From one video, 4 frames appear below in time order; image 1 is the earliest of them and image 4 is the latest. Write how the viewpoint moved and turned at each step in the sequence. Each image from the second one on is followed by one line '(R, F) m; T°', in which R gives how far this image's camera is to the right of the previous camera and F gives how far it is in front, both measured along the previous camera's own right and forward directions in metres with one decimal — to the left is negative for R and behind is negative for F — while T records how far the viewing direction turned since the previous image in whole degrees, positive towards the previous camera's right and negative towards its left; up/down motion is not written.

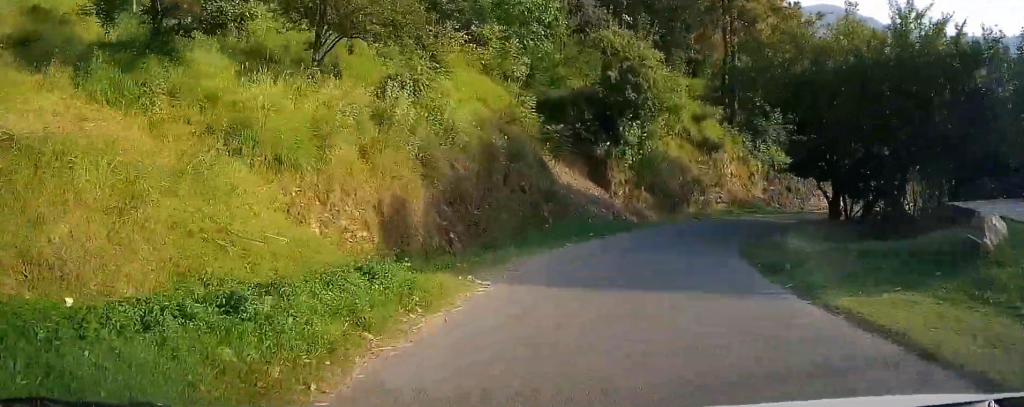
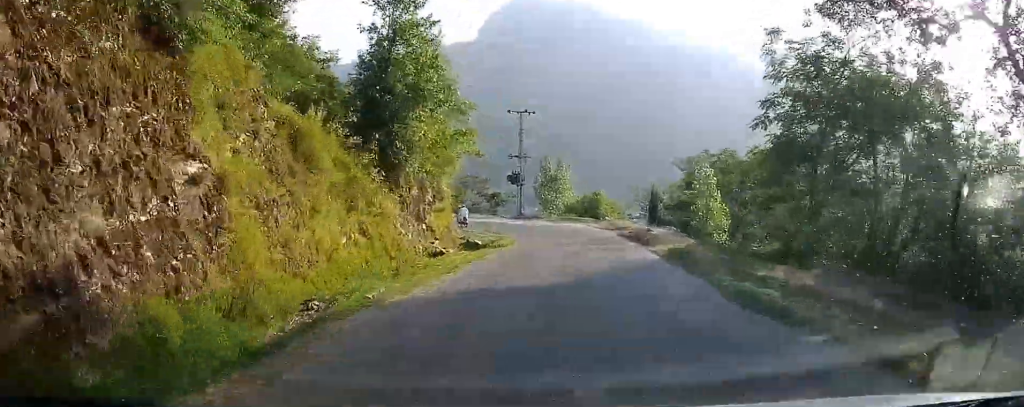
(+19.0, +46.9) m; +42°
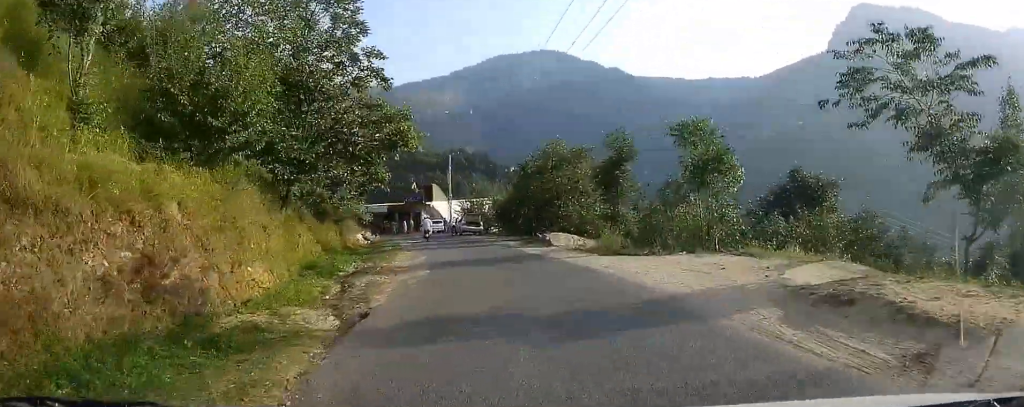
(+9.4, +43.6) m; -4°
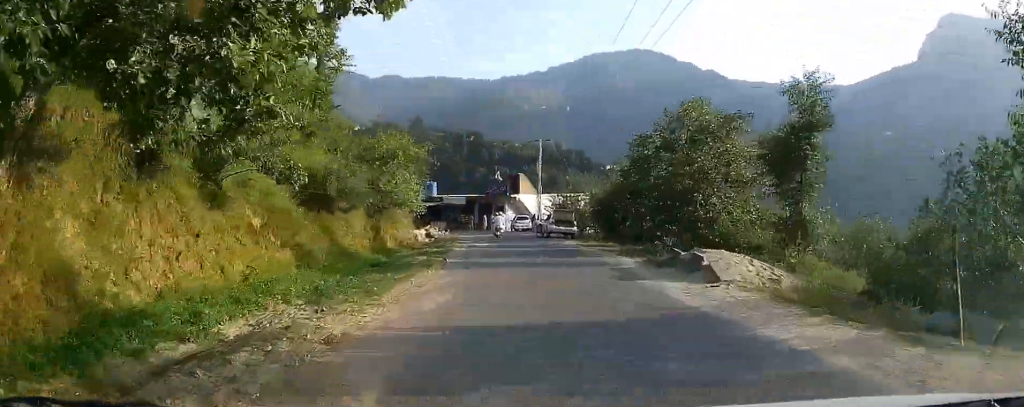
(-1.2, +10.9) m; -12°
